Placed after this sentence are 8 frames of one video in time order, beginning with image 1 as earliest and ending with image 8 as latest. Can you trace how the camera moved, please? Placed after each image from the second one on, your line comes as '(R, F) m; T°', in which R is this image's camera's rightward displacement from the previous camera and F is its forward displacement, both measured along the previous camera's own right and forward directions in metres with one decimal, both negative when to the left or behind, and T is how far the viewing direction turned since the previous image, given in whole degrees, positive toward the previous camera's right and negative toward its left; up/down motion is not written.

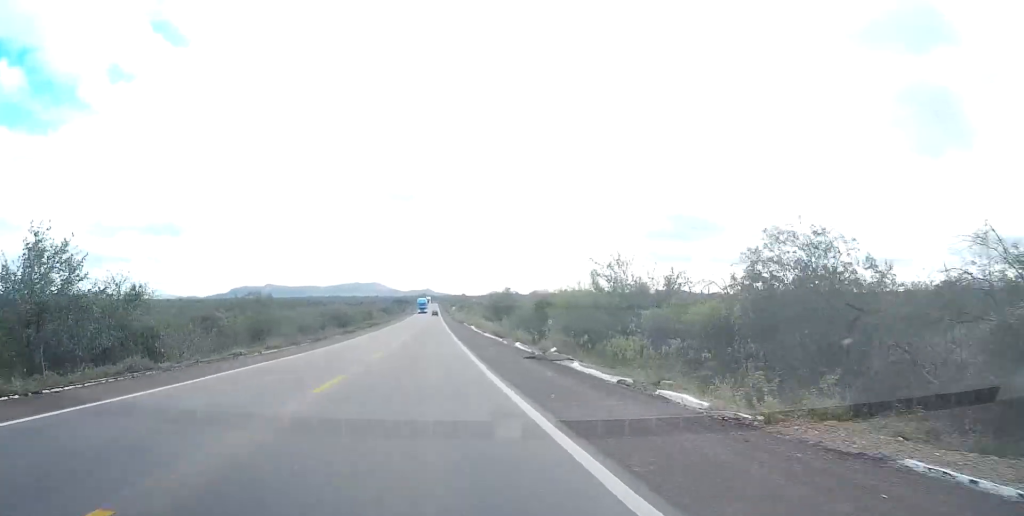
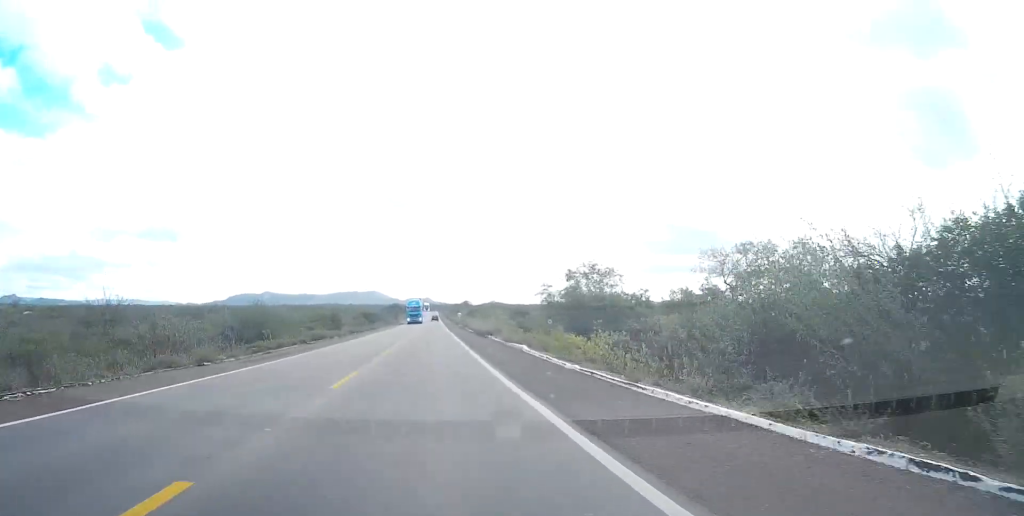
(+0.2, +47.4) m; 0°
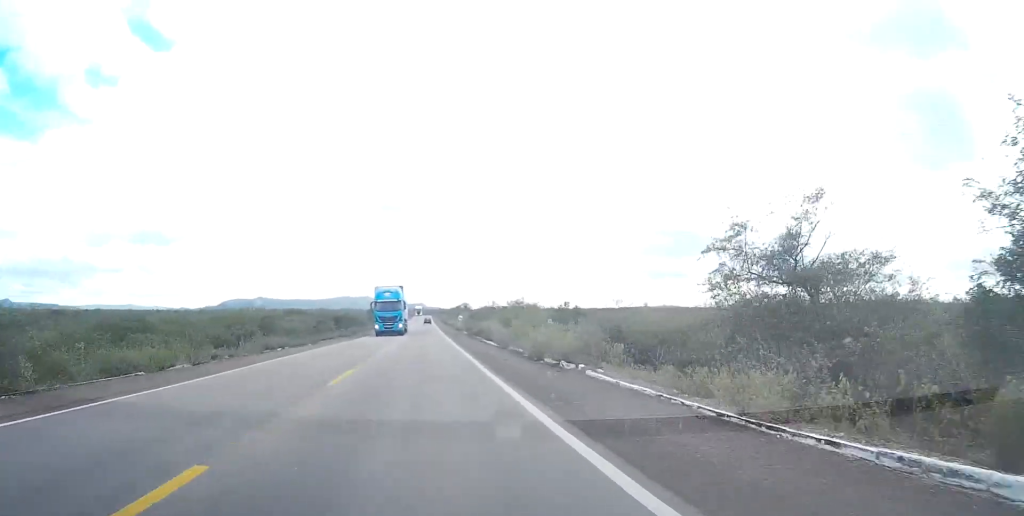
(0.0, +35.7) m; 0°
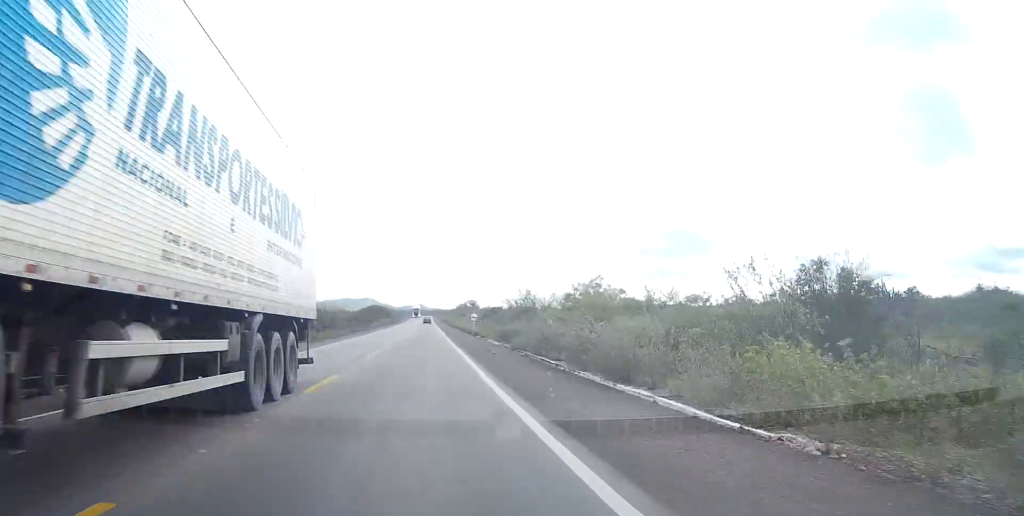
(0.0, +37.6) m; 0°
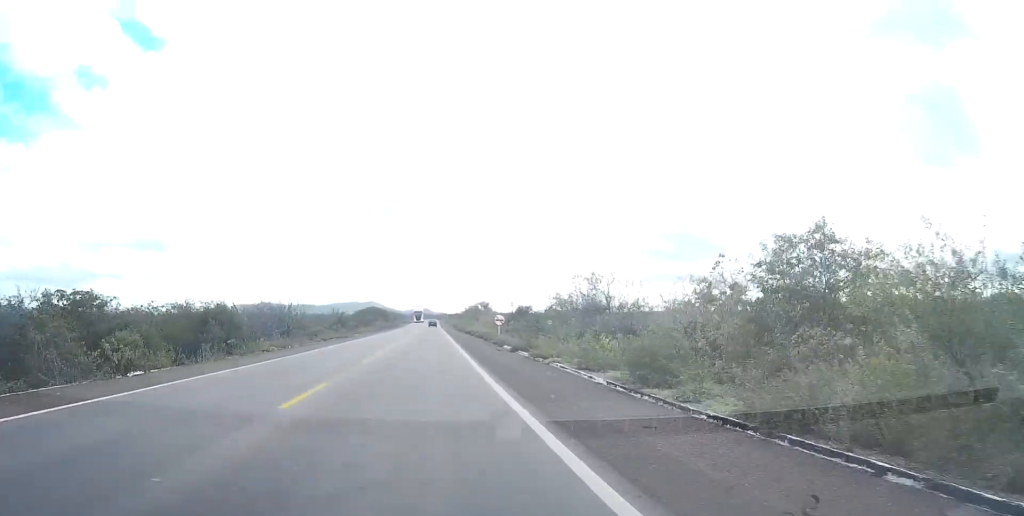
(+0.1, +26.3) m; 0°
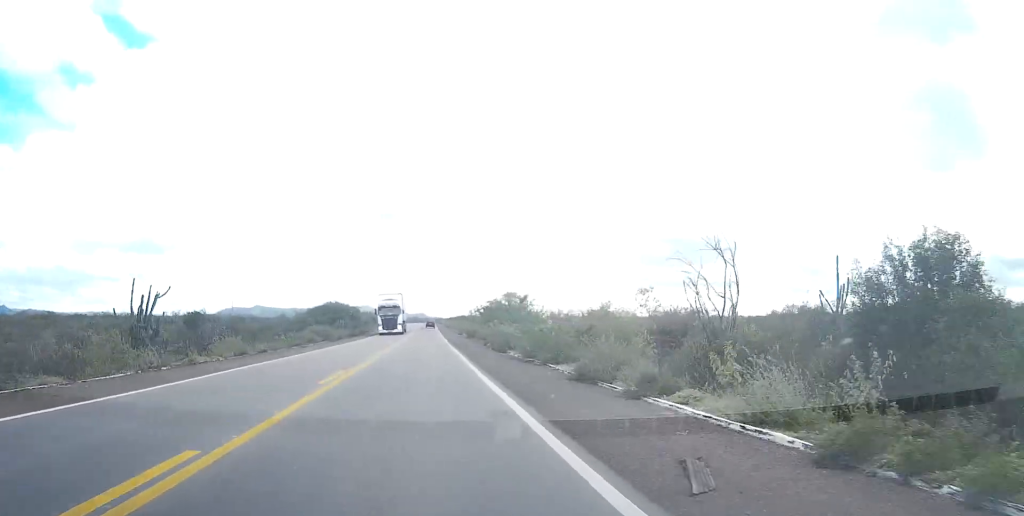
(+0.2, +67.9) m; 0°
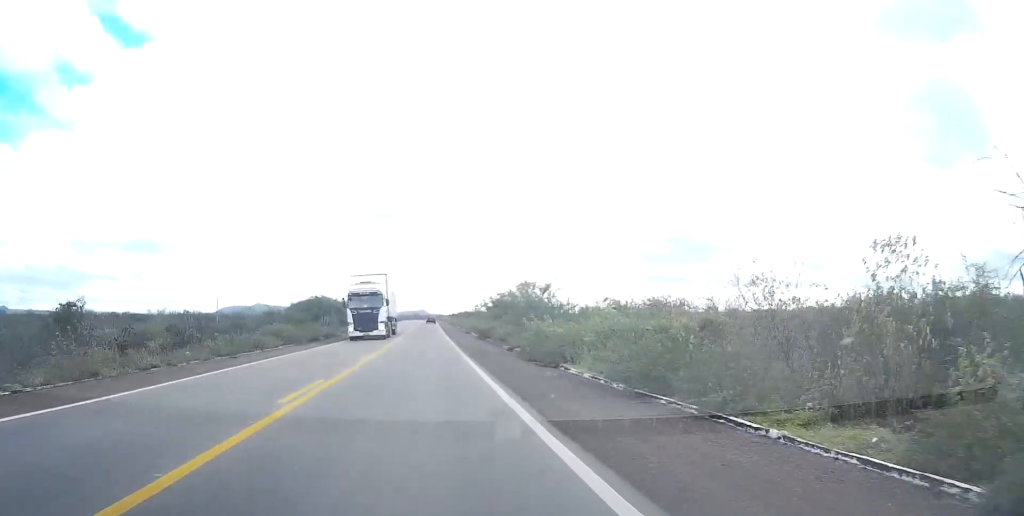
(-0.1, +16.0) m; 0°
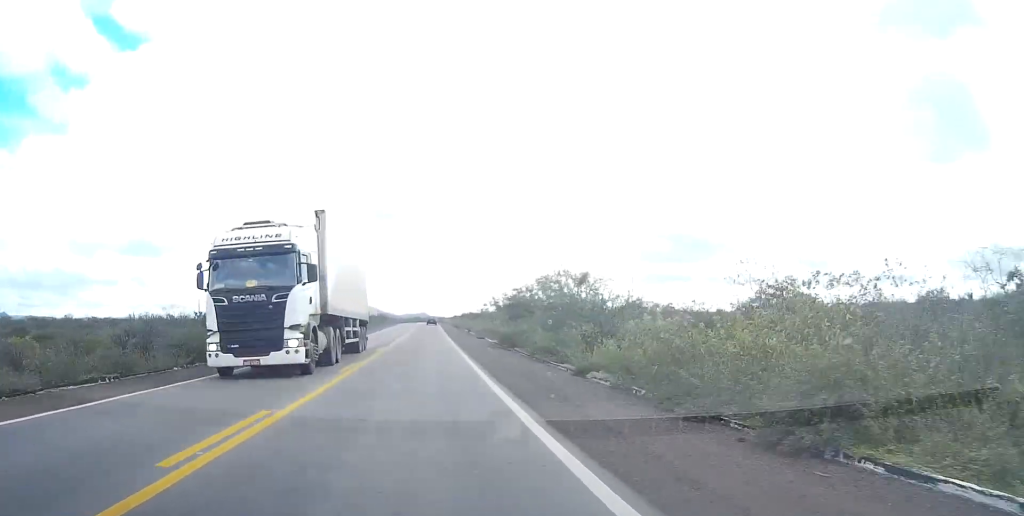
(0.0, +17.0) m; 0°
